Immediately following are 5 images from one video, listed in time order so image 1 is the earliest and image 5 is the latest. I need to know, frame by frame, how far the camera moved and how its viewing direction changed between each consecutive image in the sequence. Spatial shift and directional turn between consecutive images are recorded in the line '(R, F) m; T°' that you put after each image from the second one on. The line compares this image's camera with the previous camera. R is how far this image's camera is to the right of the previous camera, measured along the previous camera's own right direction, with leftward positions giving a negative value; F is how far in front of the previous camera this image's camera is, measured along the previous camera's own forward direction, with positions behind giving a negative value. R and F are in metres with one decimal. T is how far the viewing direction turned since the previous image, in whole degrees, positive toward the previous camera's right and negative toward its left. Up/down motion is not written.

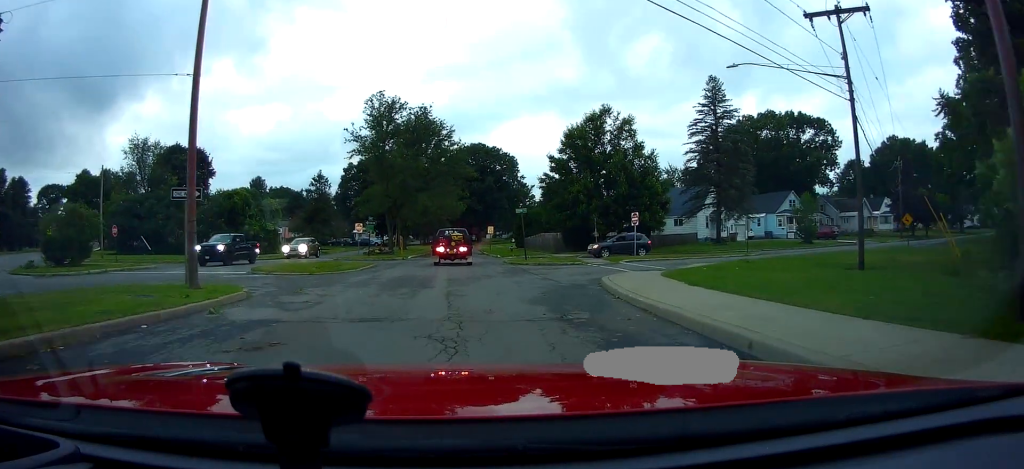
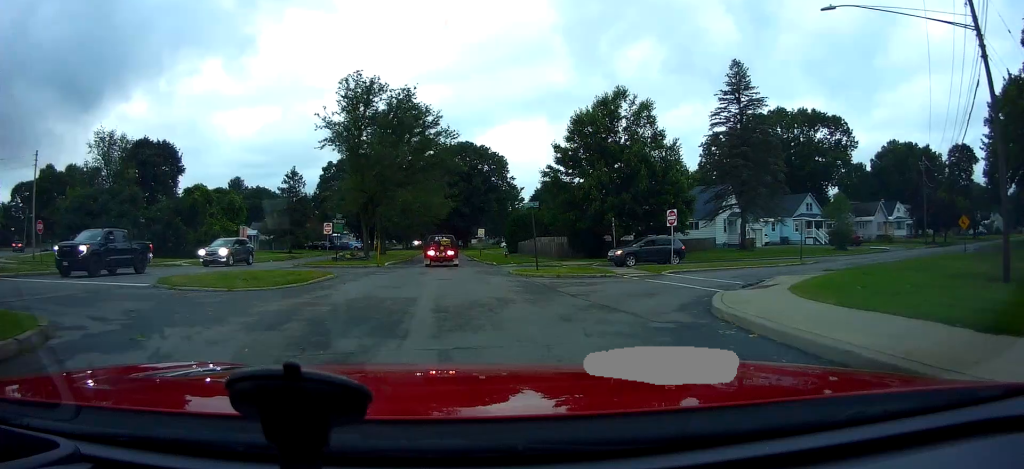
(+0.7, +6.9) m; +5°
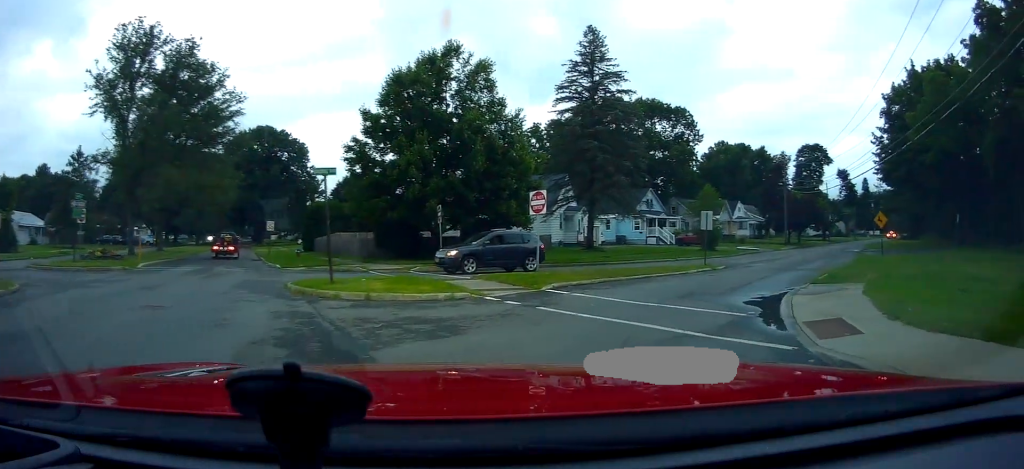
(+1.1, +9.9) m; +17°
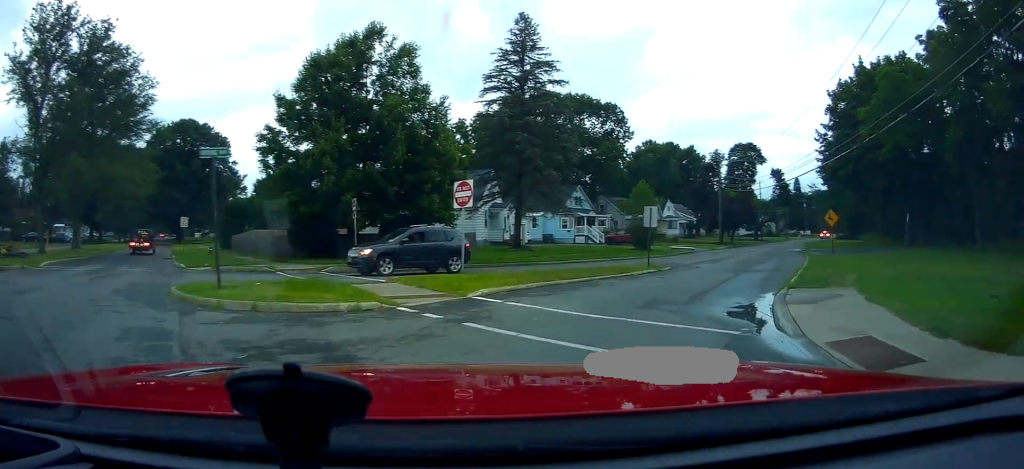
(+0.1, +2.6) m; +5°
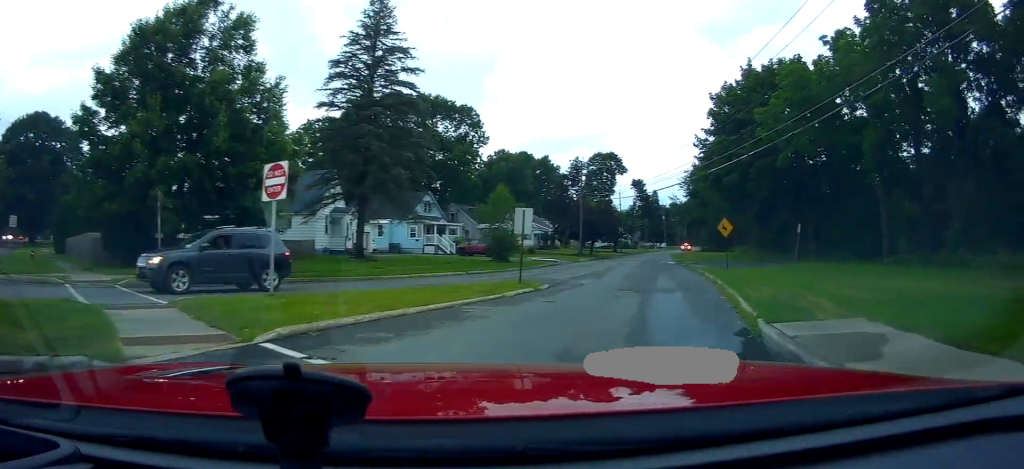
(-0.1, +5.1) m; +11°
